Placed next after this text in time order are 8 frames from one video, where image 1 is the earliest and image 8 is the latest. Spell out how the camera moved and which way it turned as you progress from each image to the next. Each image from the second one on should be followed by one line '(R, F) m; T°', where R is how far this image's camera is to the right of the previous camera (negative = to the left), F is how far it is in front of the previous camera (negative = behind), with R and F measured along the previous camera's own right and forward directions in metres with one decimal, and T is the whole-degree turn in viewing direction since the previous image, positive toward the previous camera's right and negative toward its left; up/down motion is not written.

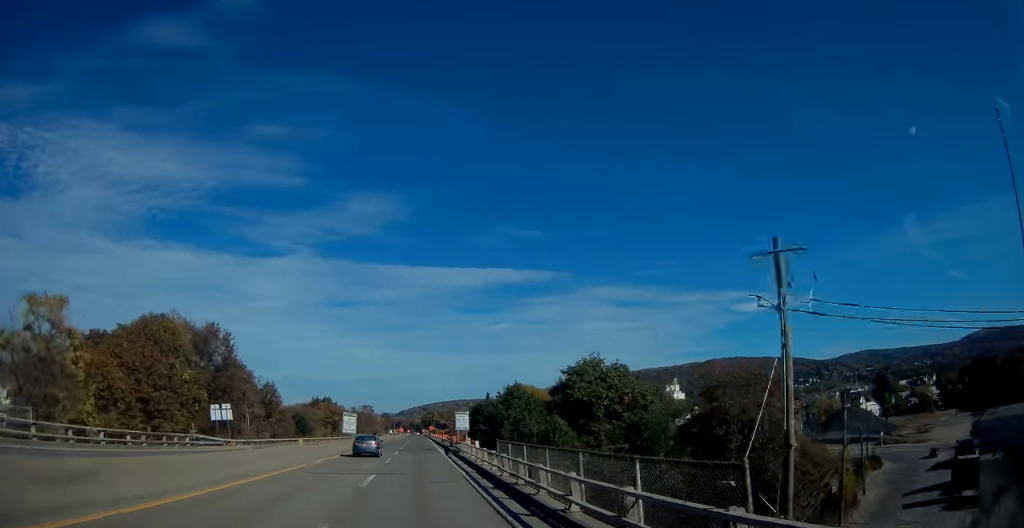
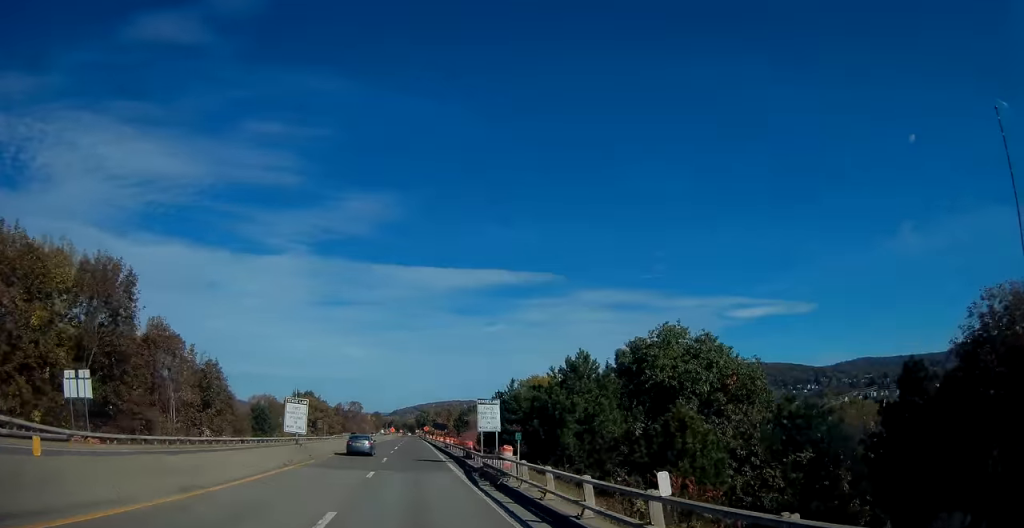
(+0.3, +20.9) m; +1°
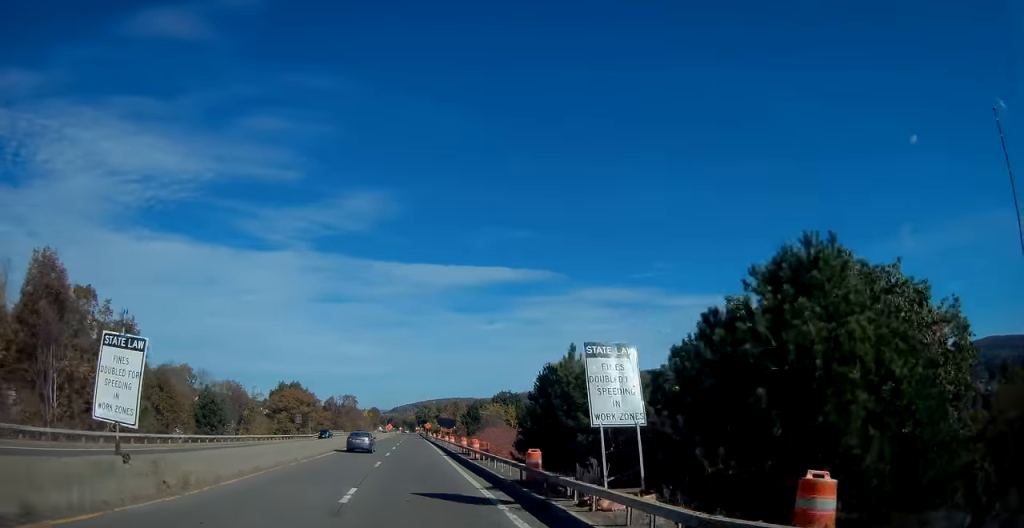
(+0.1, +19.0) m; 0°
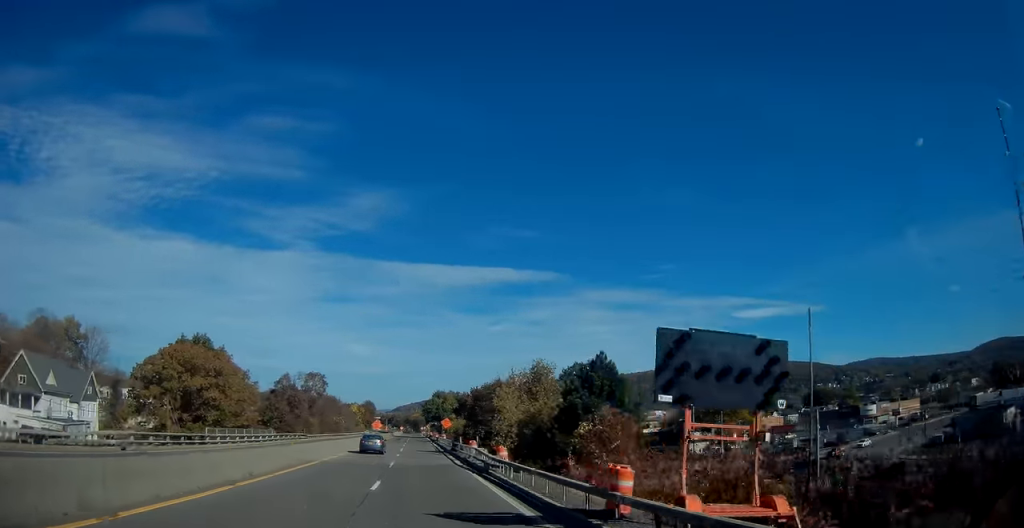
(+0.5, +70.7) m; +1°
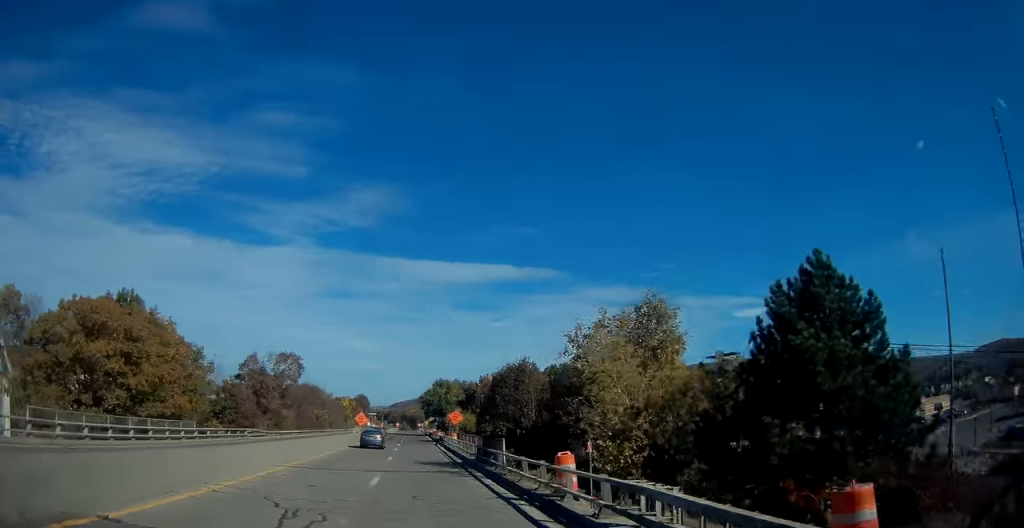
(0.0, +24.7) m; -1°
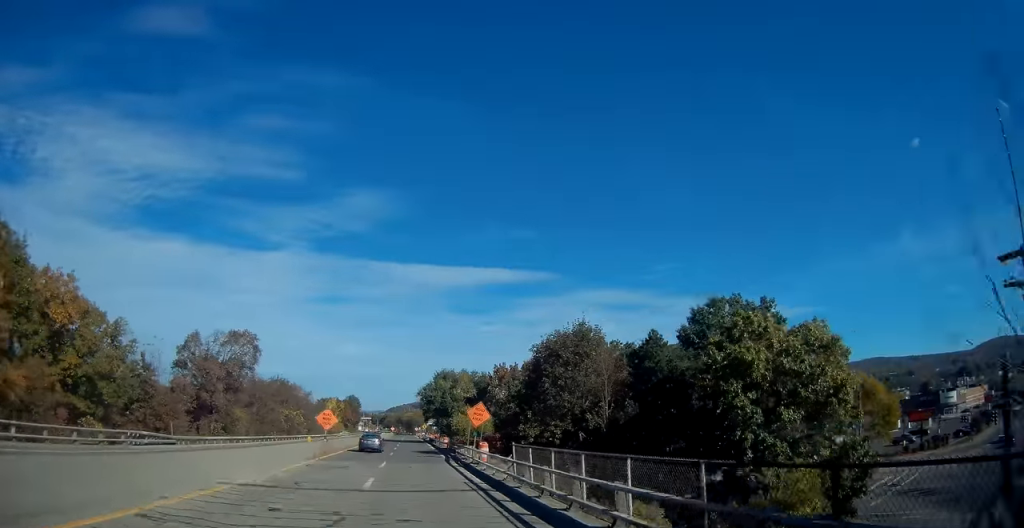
(-0.3, +24.7) m; 0°
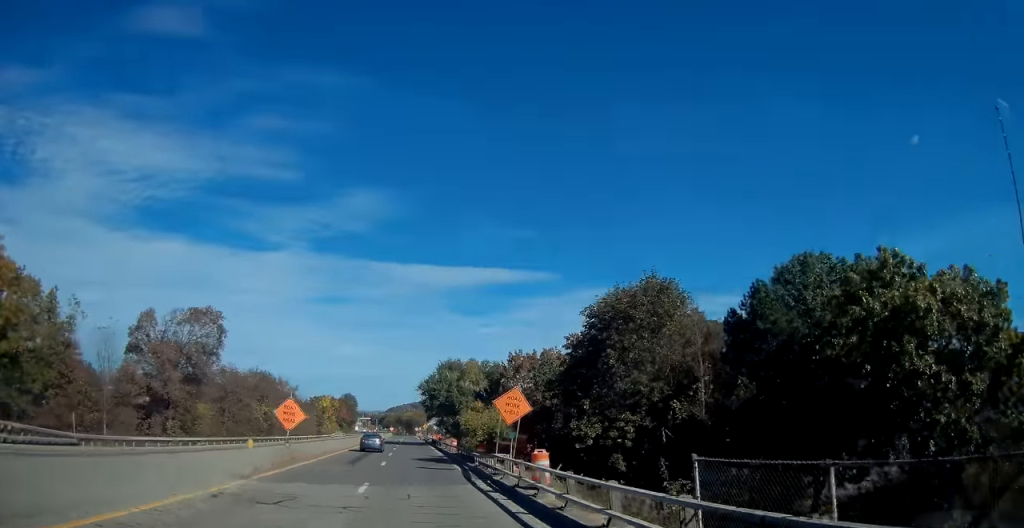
(+0.2, +12.5) m; +1°
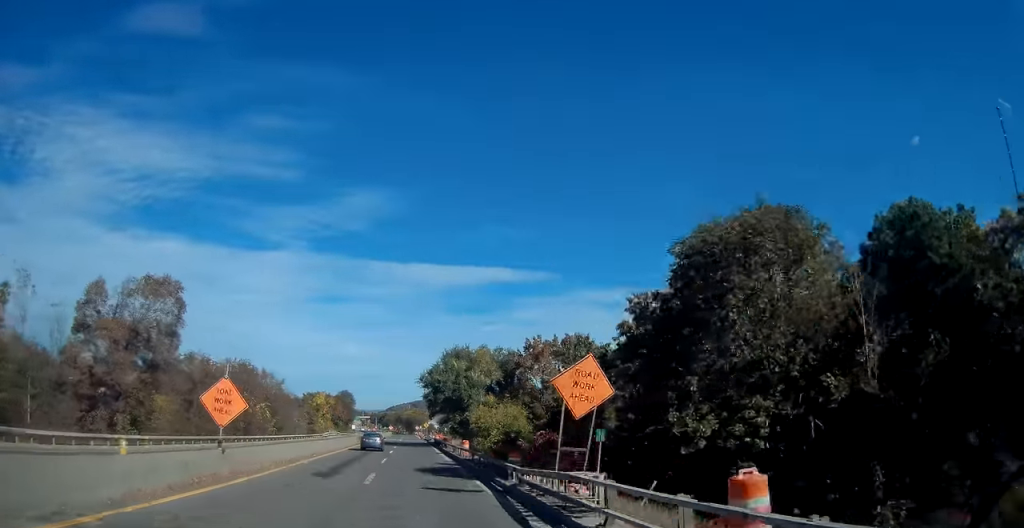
(+0.1, +10.2) m; 0°
